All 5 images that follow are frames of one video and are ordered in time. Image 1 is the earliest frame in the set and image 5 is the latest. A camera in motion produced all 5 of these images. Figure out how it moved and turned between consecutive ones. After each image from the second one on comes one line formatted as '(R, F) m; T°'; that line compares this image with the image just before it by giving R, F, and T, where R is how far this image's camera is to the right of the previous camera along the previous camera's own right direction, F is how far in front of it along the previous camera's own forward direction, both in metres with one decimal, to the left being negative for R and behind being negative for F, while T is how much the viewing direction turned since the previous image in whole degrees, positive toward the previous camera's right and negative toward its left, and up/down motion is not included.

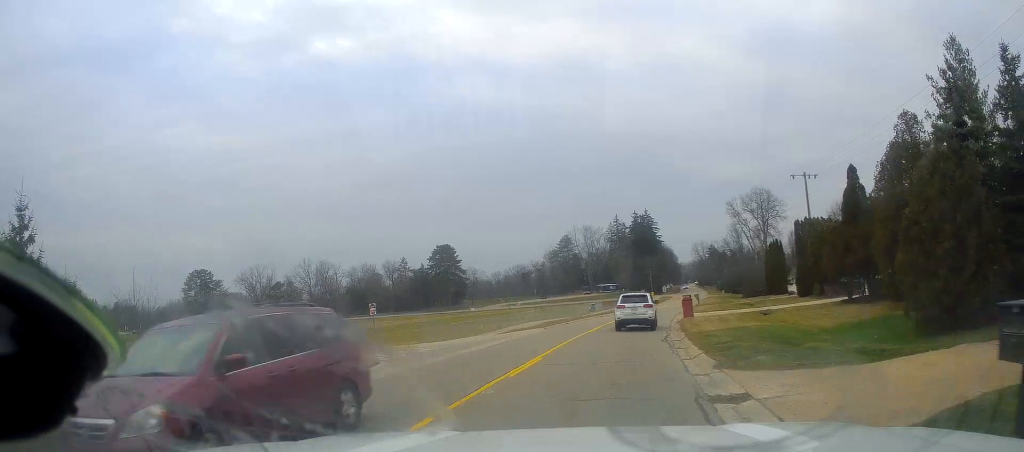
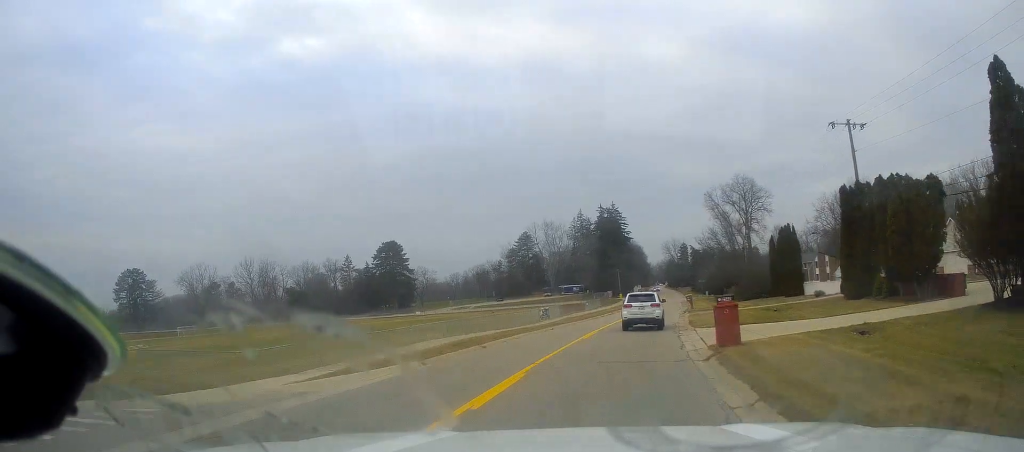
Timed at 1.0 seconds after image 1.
(+0.4, +19.2) m; +4°
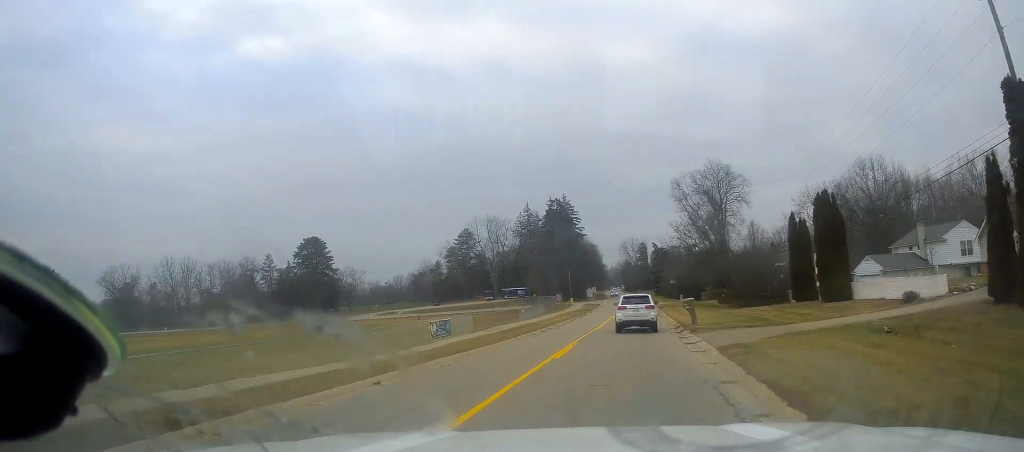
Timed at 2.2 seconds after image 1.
(+1.2, +22.0) m; +3°
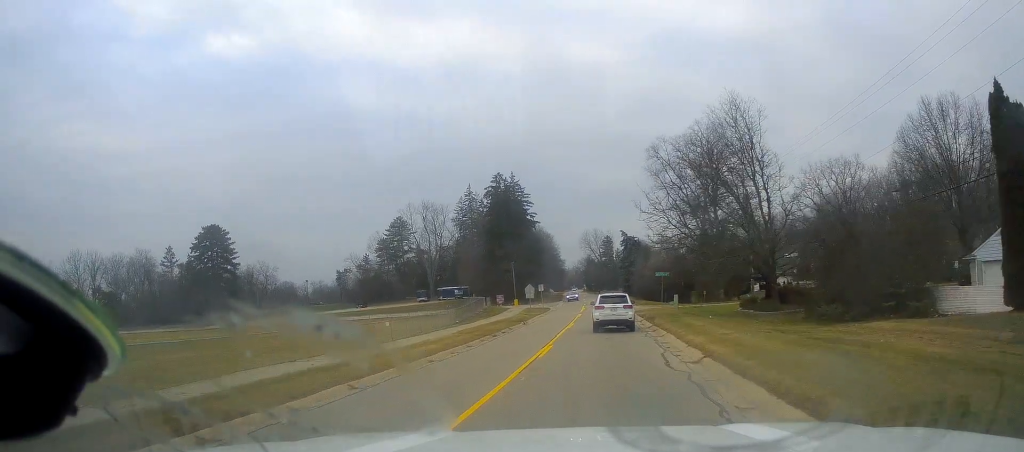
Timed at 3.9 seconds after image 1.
(+0.6, +30.0) m; +4°
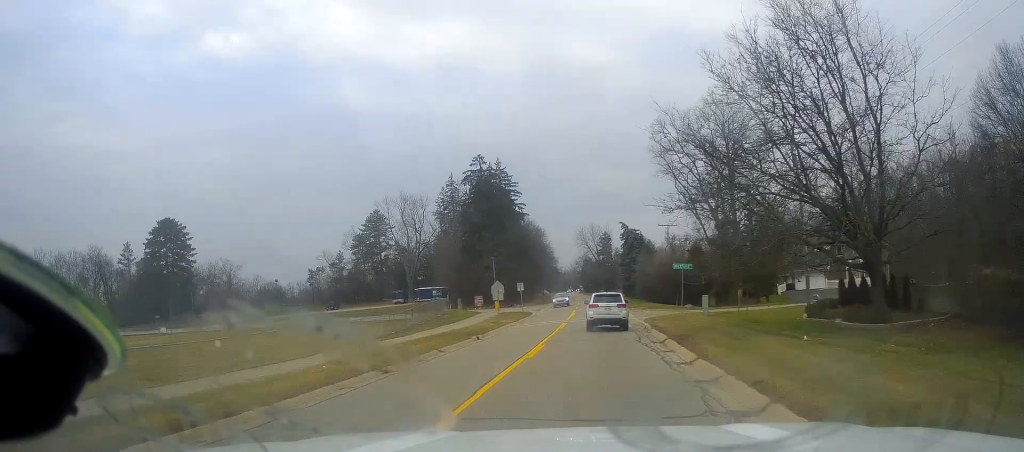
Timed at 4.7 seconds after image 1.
(+0.5, +15.4) m; +2°
